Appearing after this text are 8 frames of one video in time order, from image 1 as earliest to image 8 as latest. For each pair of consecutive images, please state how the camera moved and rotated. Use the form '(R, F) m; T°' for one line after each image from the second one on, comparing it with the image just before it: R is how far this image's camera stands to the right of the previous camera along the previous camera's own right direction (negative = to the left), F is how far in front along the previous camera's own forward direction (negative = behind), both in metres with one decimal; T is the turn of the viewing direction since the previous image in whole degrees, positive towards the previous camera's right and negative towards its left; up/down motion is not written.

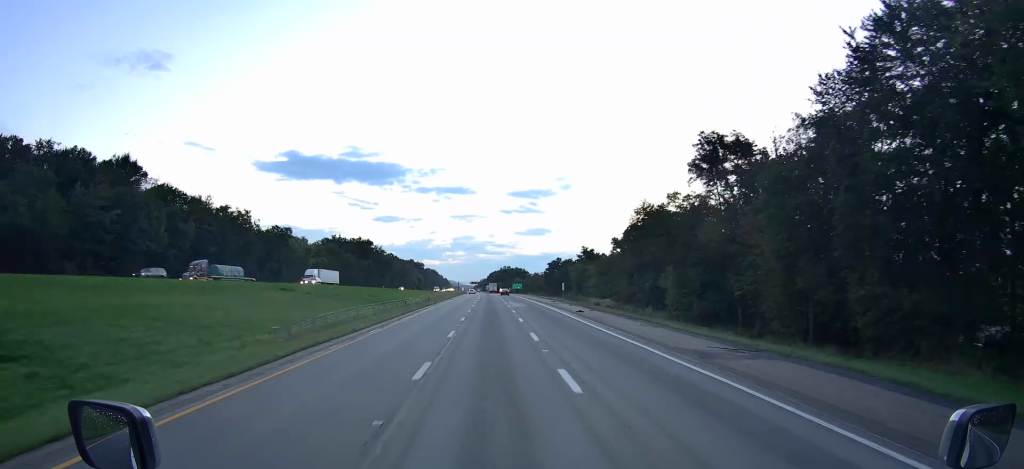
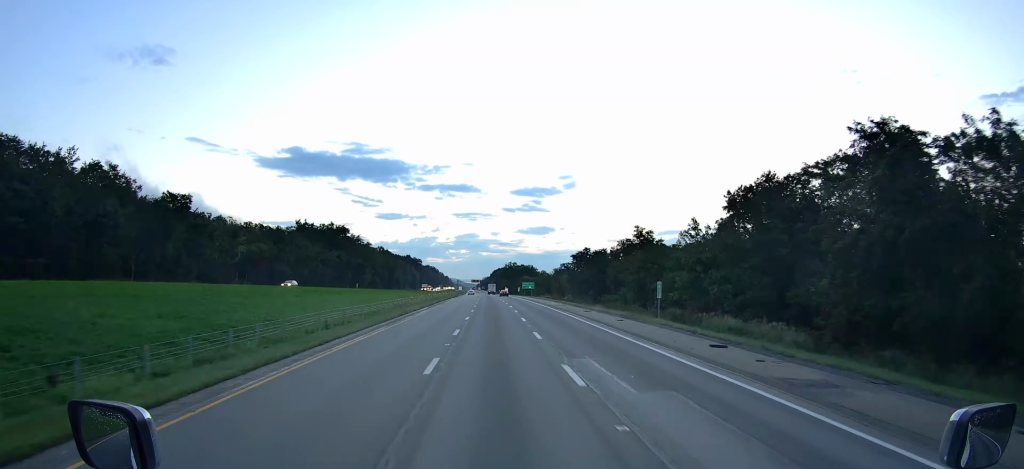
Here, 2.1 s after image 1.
(-0.8, +60.2) m; -1°
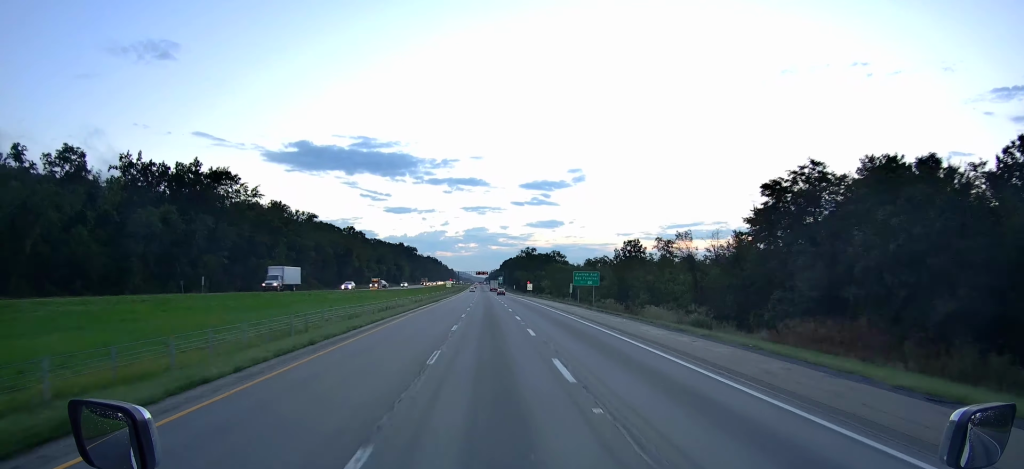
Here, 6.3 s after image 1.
(-1.0, +120.7) m; -1°
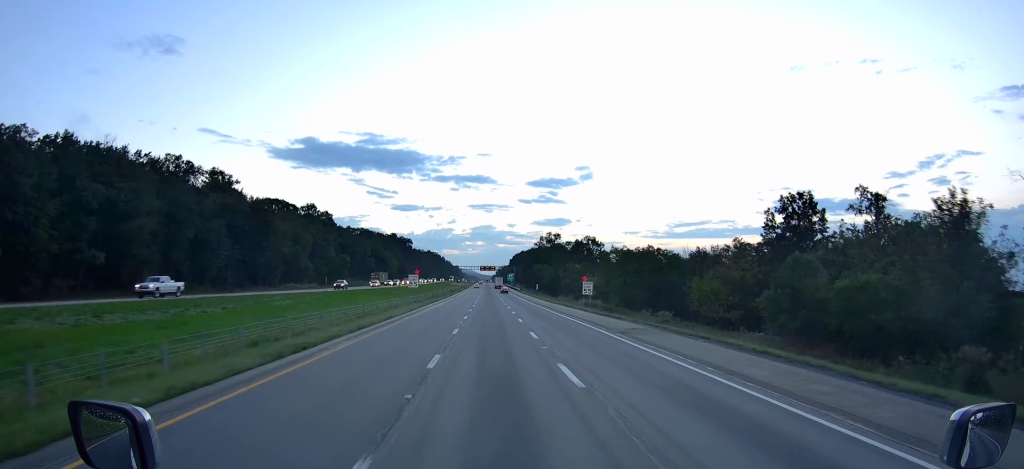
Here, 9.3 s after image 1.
(-0.3, +86.4) m; 0°
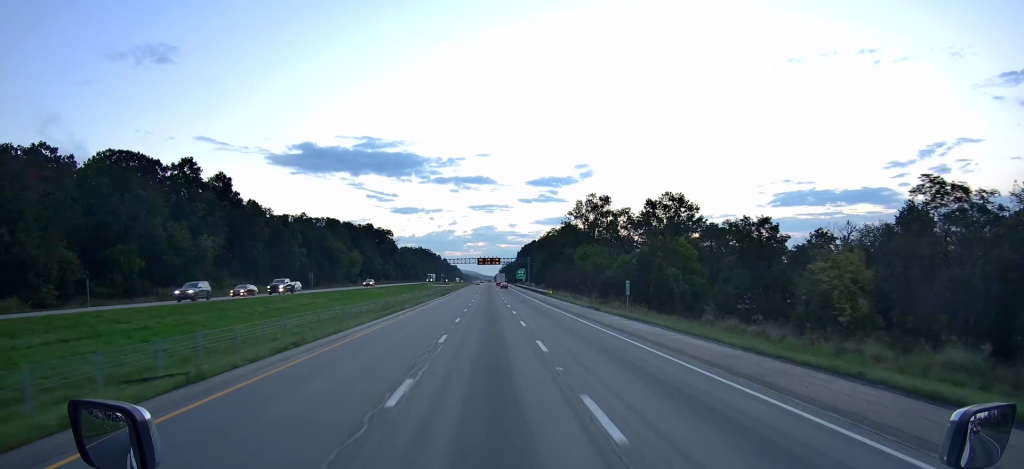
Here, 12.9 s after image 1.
(-0.2, +103.6) m; 0°
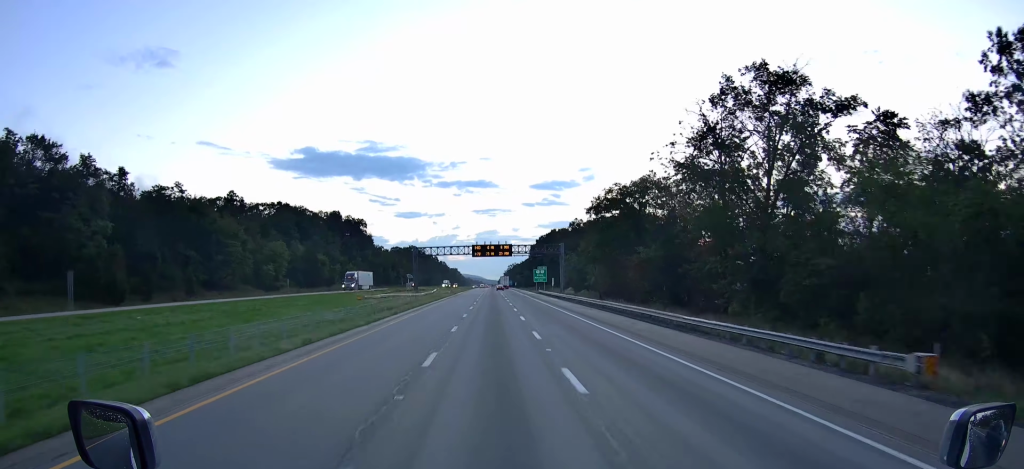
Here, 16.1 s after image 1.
(-0.1, +91.8) m; 0°
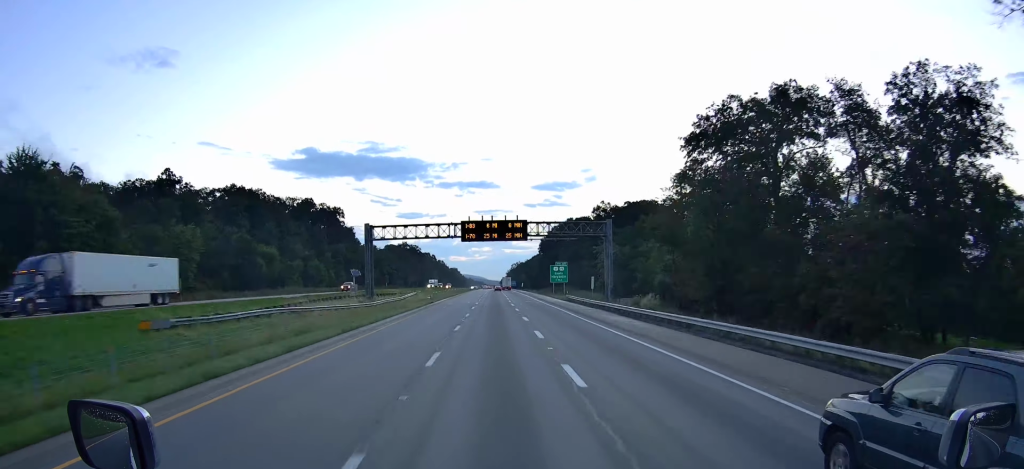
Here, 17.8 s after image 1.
(+0.1, +48.6) m; 0°
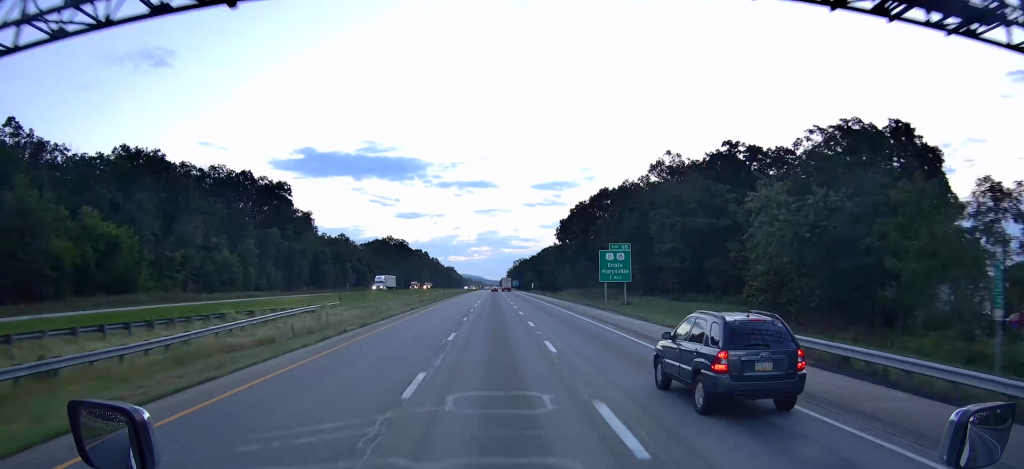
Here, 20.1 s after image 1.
(0.0, +65.8) m; 0°
